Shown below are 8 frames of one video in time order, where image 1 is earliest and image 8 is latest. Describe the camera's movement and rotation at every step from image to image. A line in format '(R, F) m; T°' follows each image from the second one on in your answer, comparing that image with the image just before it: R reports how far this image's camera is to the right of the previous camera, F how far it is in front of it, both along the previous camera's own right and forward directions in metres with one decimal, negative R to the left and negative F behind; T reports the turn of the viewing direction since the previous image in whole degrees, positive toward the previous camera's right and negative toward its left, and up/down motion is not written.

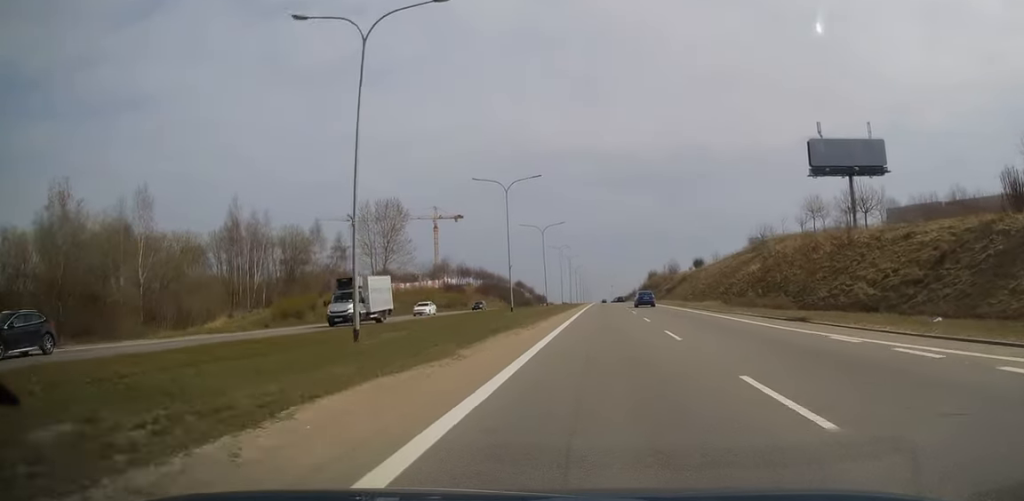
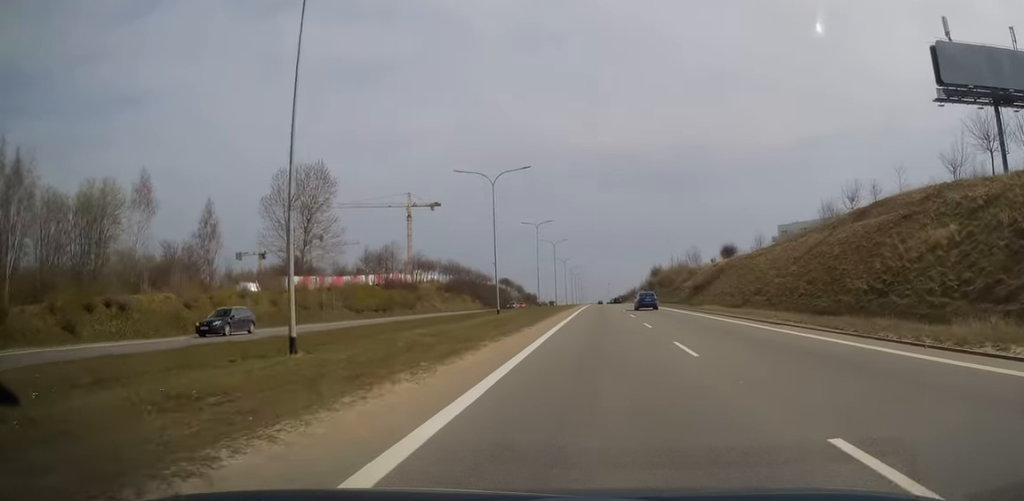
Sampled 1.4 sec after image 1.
(+0.3, +40.5) m; 0°
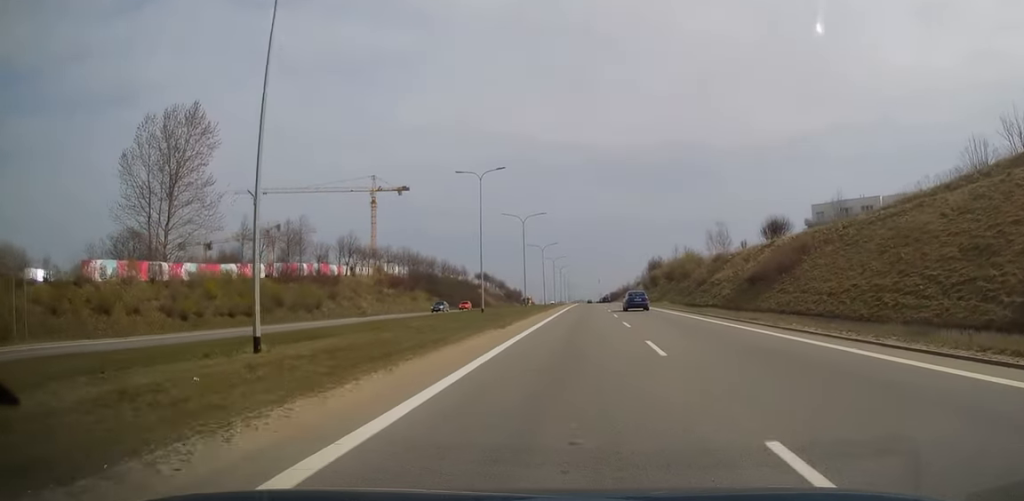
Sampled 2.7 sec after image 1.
(0.0, +35.6) m; +1°
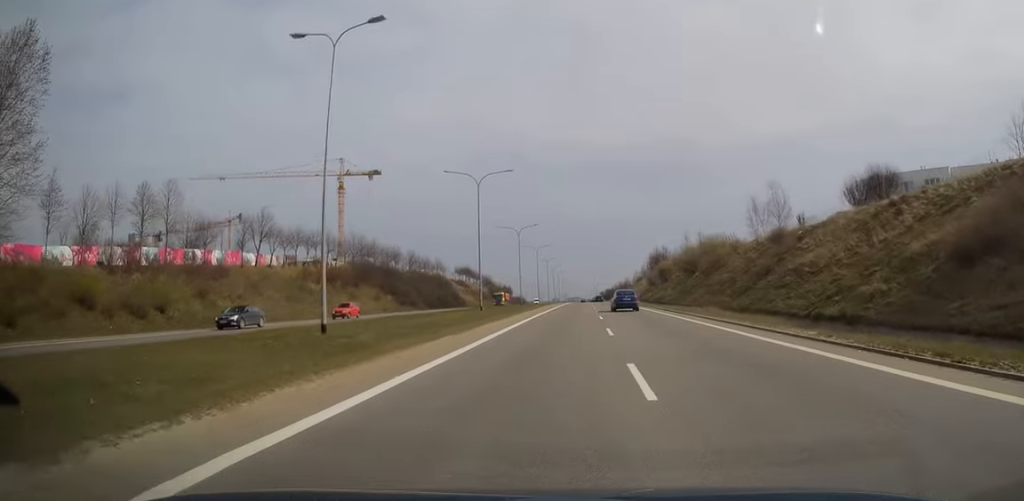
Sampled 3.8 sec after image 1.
(+0.4, +29.0) m; +1°
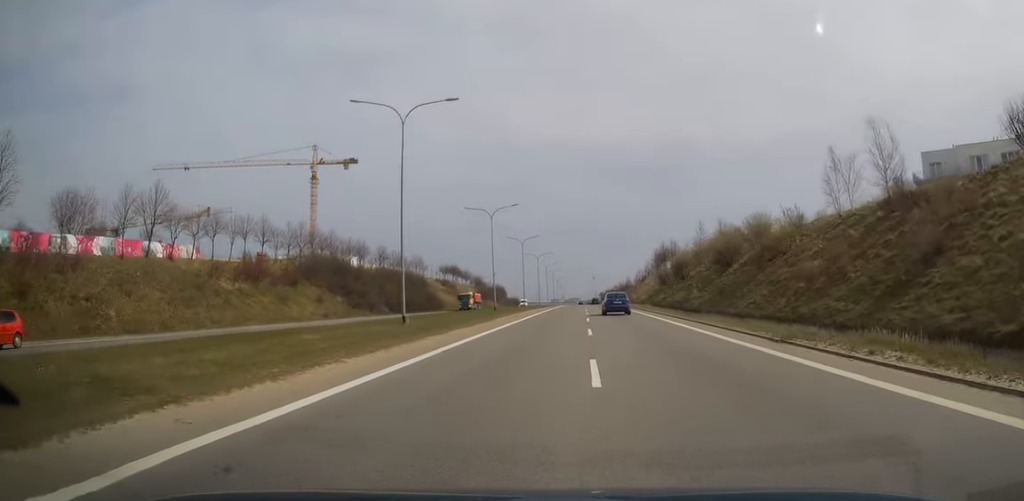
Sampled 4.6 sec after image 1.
(-0.1, +22.3) m; -1°
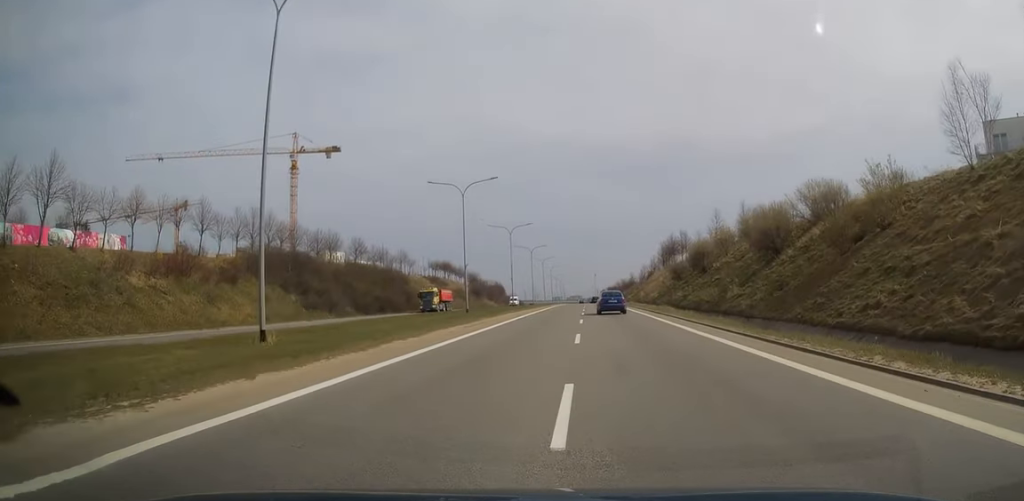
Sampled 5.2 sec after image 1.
(-0.2, +15.5) m; 0°
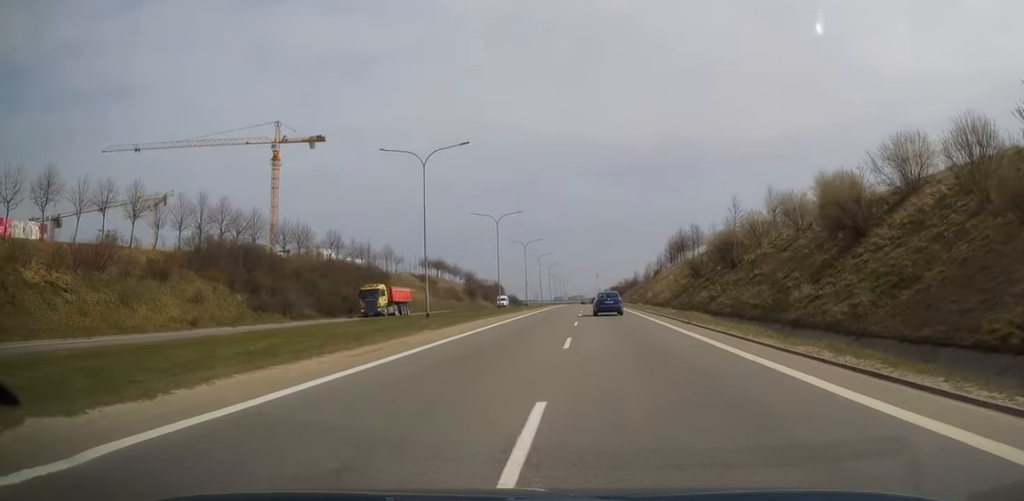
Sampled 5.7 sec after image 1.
(-0.2, +13.3) m; 0°
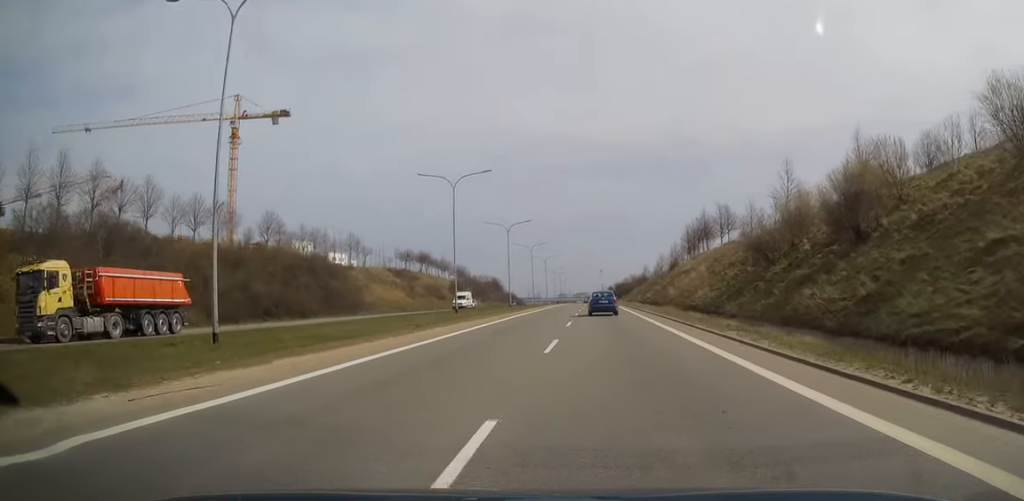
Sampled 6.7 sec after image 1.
(+0.3, +24.8) m; 0°
